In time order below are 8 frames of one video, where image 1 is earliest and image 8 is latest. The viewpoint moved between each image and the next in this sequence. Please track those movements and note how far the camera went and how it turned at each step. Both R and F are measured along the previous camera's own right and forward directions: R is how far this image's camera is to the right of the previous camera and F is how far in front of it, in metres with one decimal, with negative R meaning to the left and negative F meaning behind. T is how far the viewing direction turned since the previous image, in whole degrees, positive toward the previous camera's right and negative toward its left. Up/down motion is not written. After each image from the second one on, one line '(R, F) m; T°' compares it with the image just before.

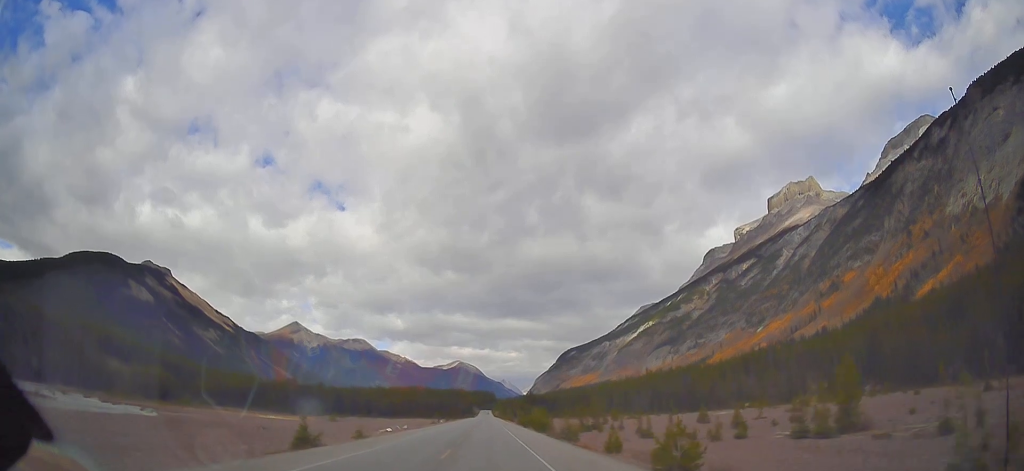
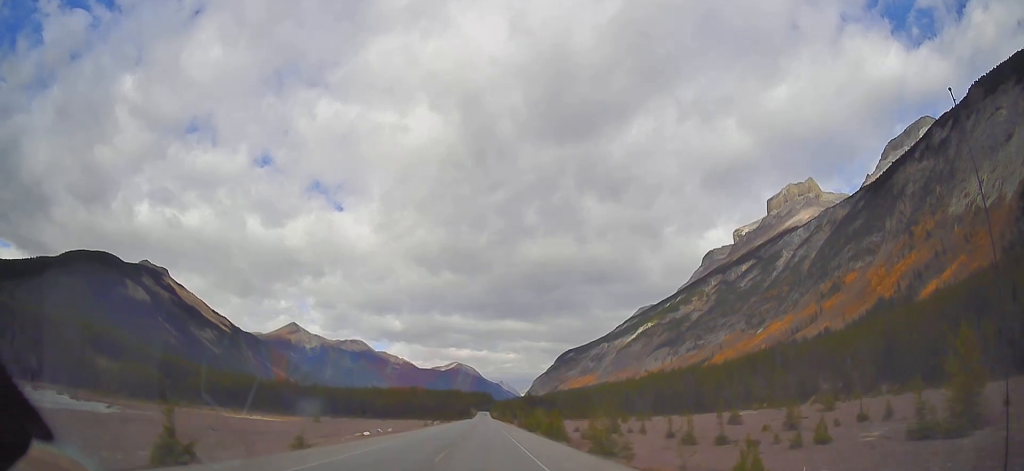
(+0.2, +13.3) m; 0°
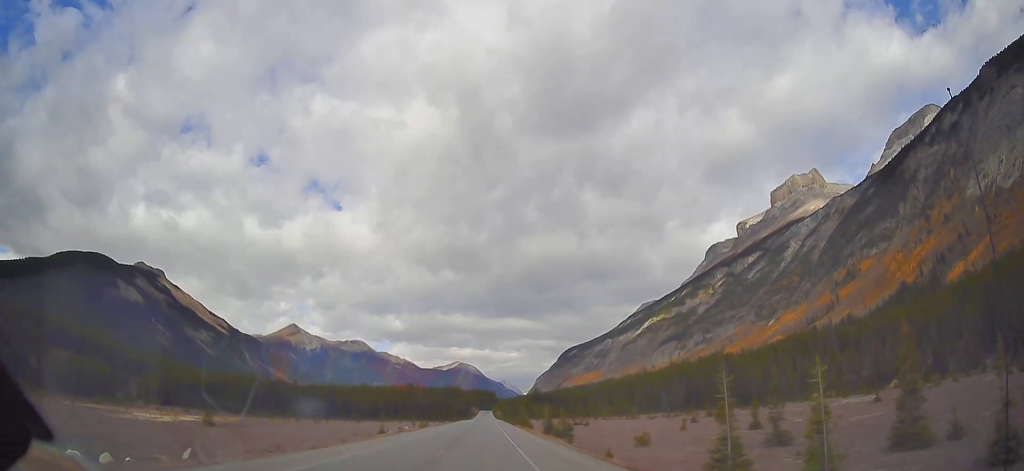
(-0.1, +61.4) m; 0°
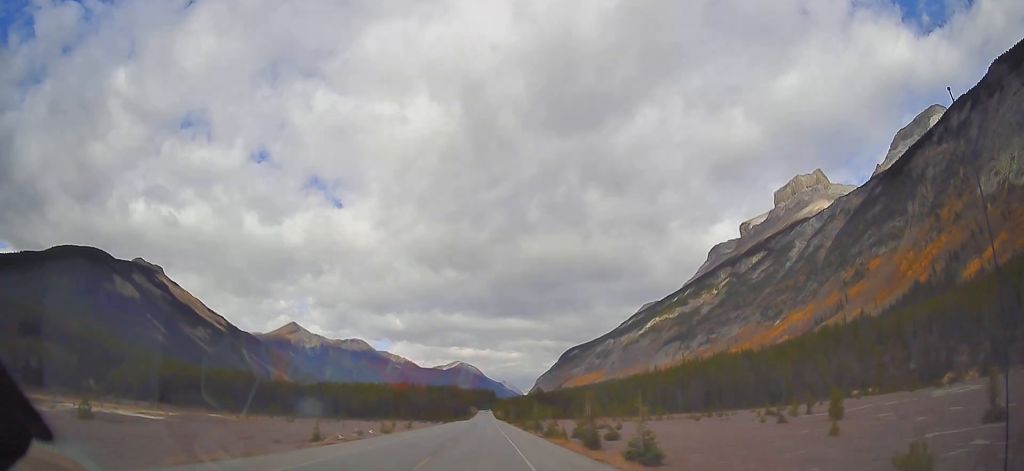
(0.0, +32.5) m; 0°
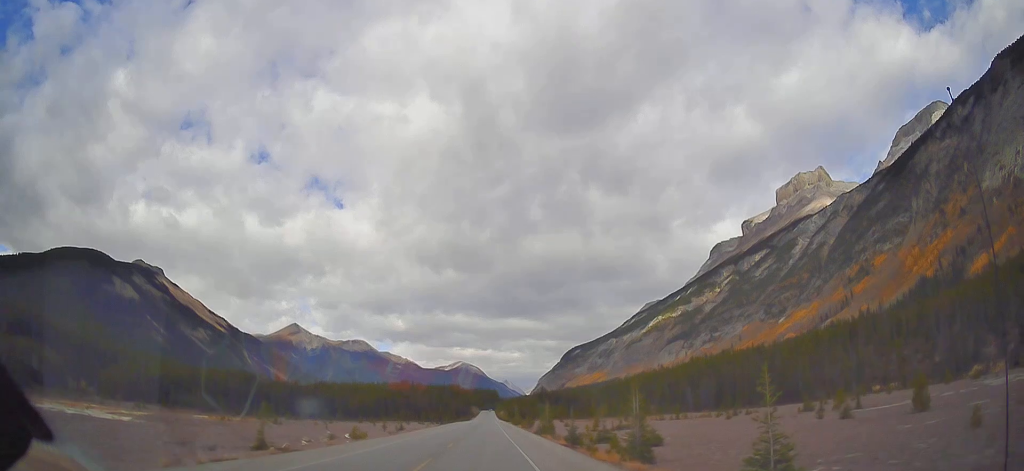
(0.0, +13.5) m; 0°
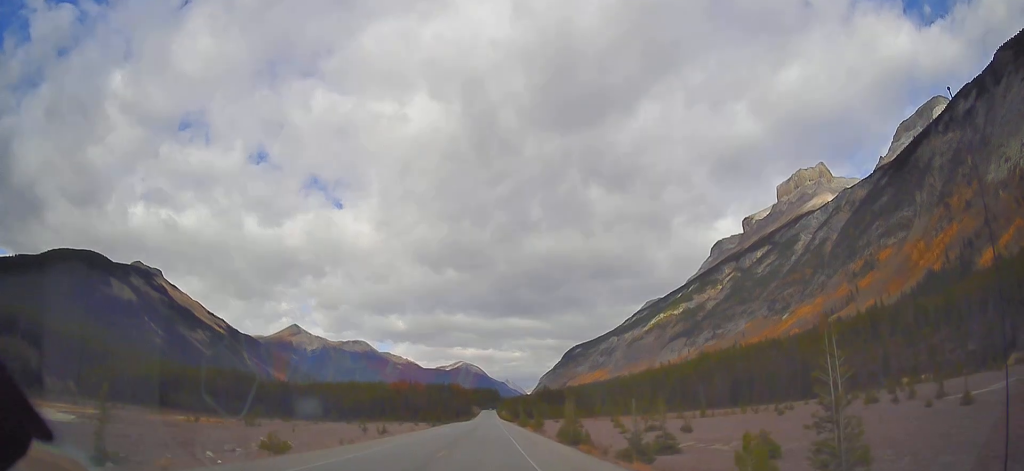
(-0.2, +18.6) m; 0°
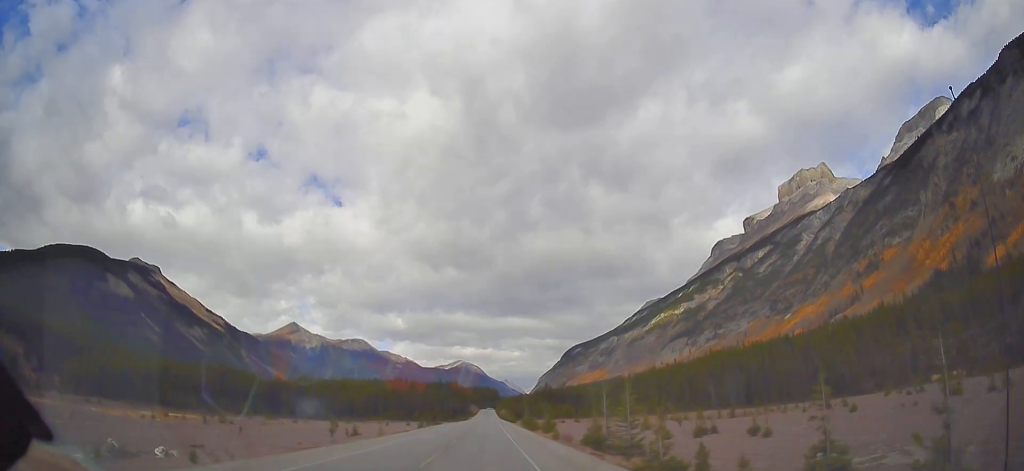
(+0.2, +18.6) m; +1°
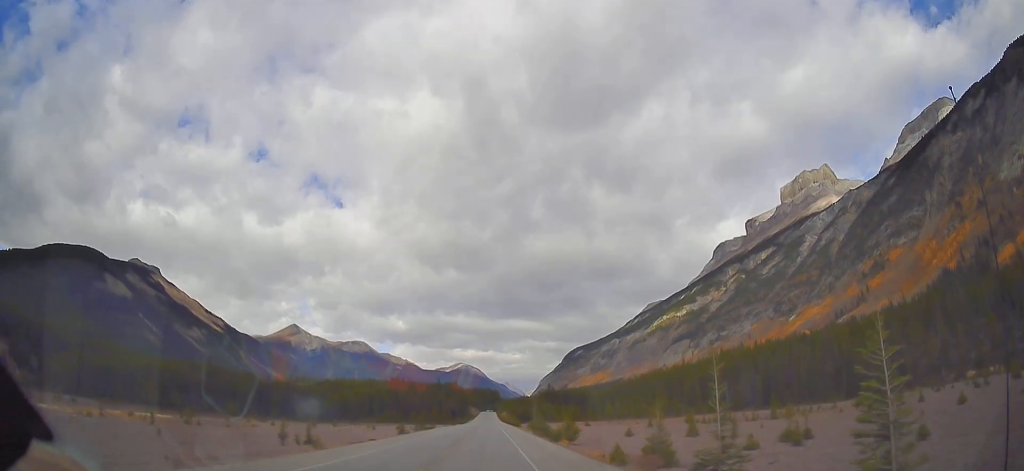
(+0.1, +18.5) m; 0°
